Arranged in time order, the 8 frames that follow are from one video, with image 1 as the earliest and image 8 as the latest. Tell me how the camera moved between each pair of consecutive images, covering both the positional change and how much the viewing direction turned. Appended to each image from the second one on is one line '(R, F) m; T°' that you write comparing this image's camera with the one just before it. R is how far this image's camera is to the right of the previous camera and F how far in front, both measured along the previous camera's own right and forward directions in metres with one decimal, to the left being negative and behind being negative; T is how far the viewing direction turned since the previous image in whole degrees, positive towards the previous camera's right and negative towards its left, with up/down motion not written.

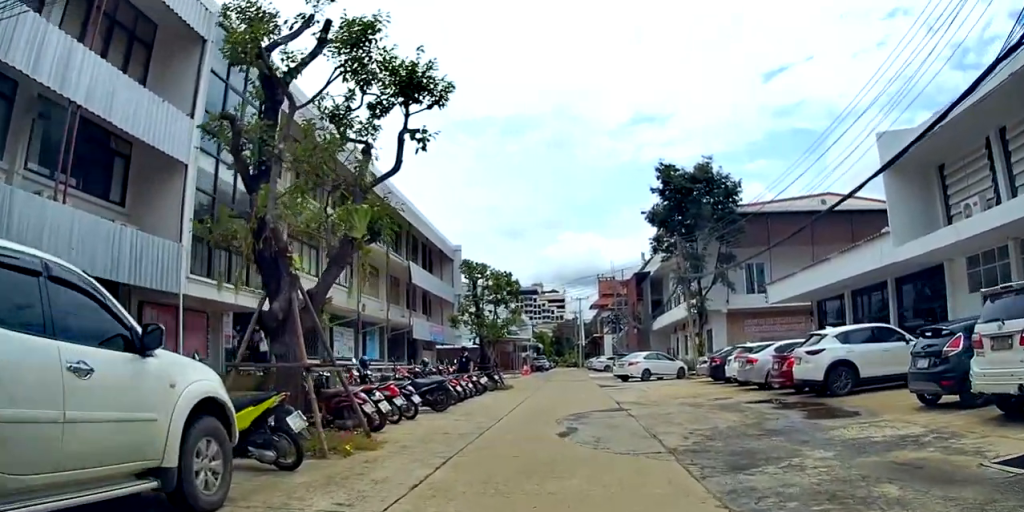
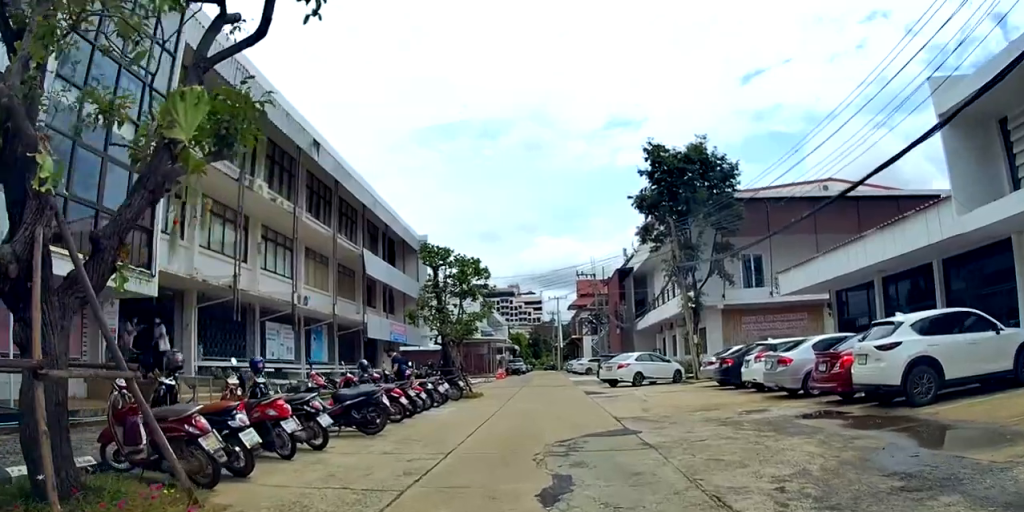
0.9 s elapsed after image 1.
(-0.2, +3.5) m; +3°
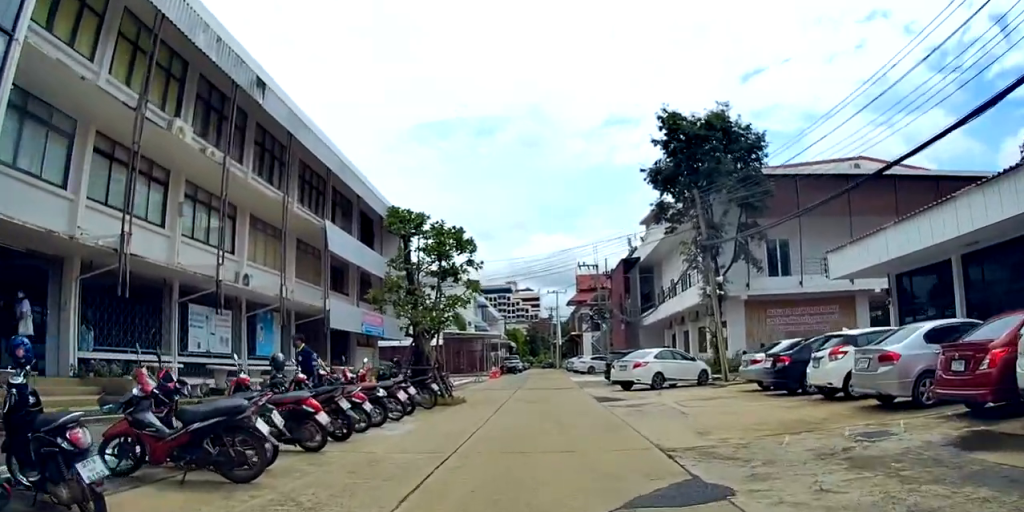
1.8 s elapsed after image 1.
(+0.4, +4.7) m; +7°
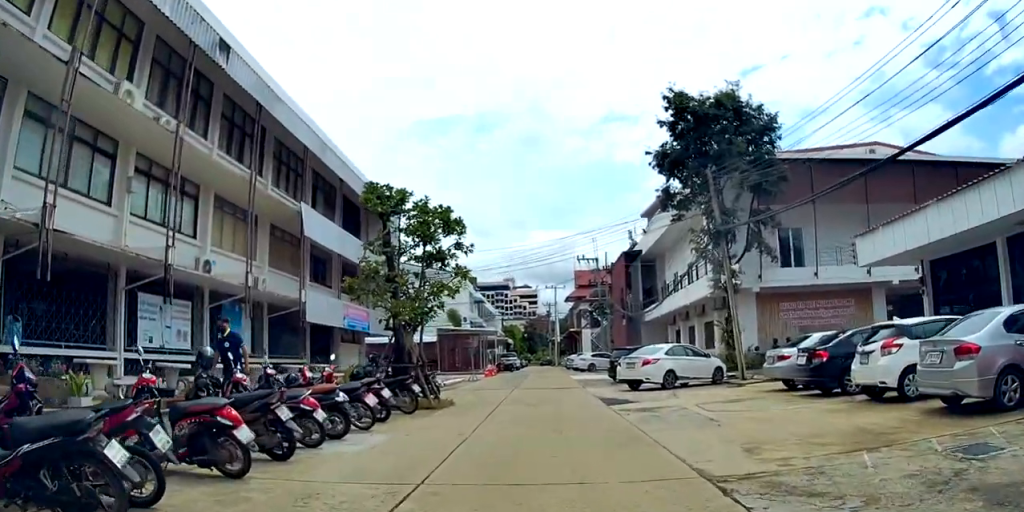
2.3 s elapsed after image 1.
(+0.1, +2.3) m; +1°
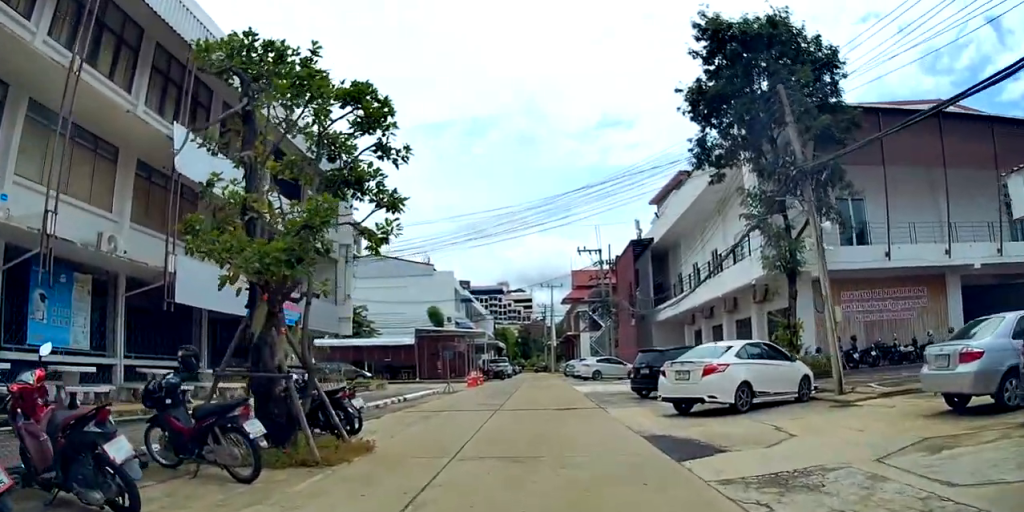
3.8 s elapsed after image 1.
(+0.2, +8.1) m; +2°
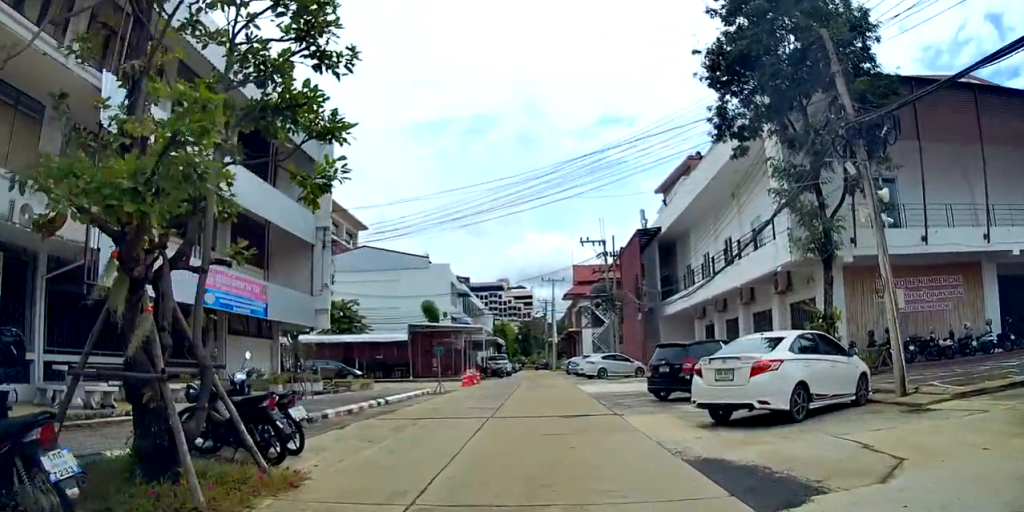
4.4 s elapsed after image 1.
(0.0, +3.0) m; 0°
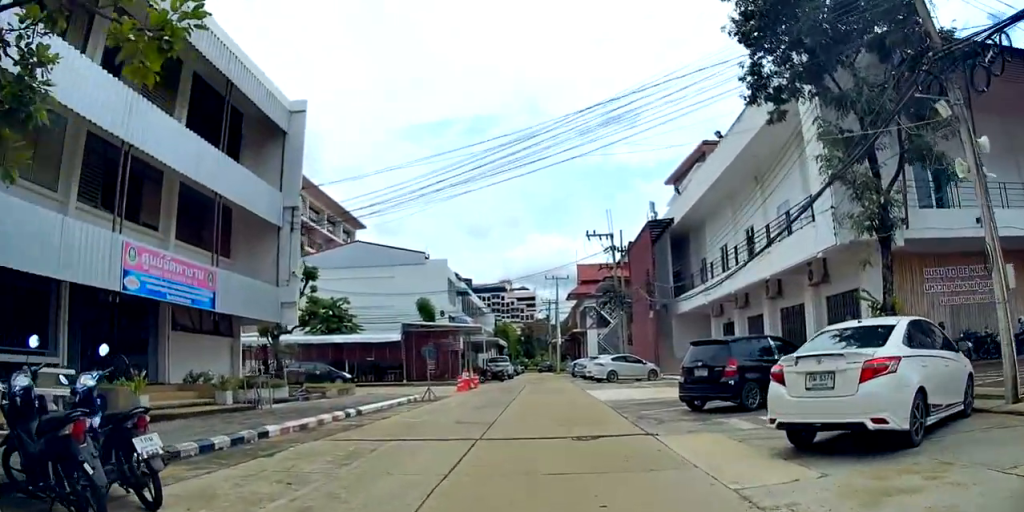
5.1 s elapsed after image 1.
(0.0, +3.4) m; +1°
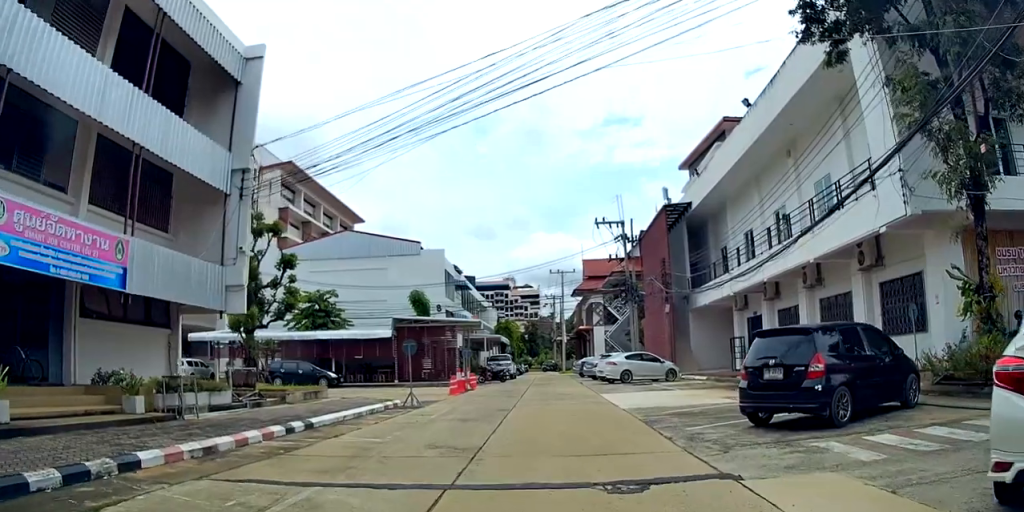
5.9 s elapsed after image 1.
(-0.1, +3.9) m; +5°
